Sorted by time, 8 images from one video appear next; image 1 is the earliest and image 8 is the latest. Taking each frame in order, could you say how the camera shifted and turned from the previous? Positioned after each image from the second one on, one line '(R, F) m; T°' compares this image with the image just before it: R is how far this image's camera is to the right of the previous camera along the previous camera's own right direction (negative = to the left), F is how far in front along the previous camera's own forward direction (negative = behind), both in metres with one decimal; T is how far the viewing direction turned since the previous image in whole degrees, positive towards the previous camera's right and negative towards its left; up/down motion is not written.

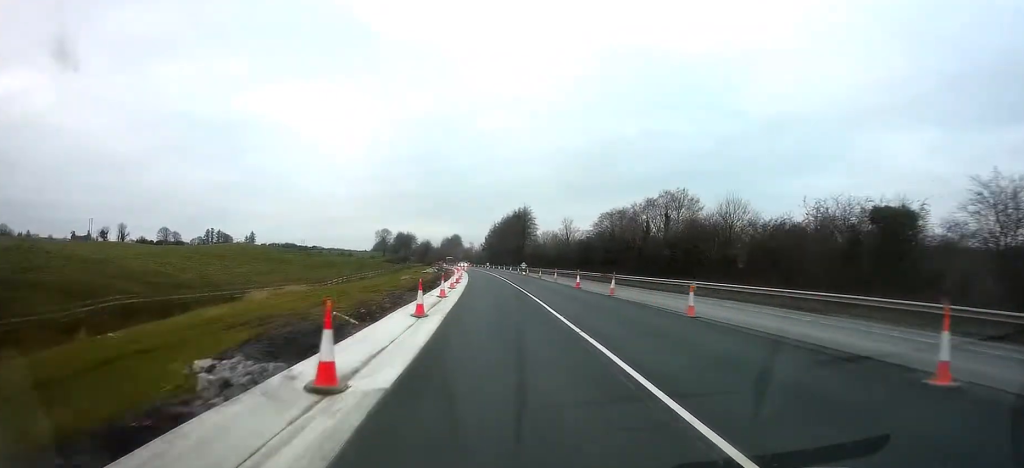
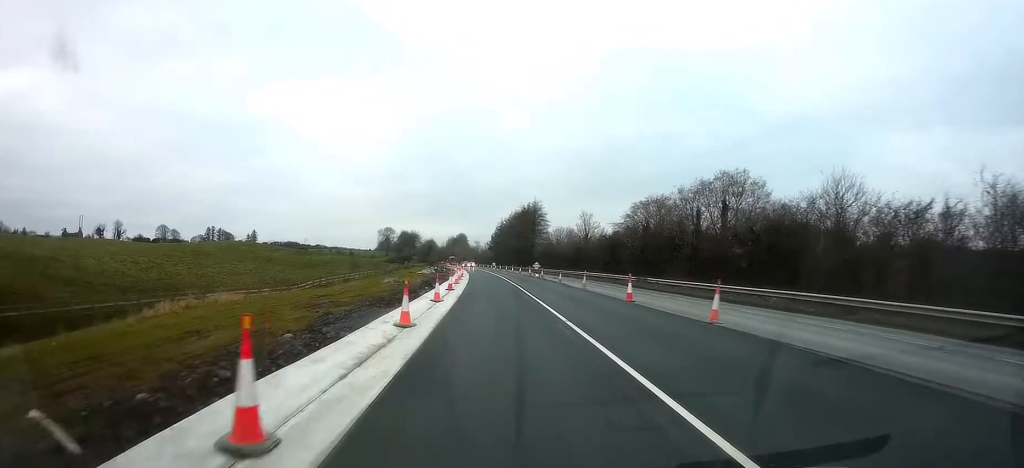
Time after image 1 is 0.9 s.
(+0.1, +13.0) m; 0°
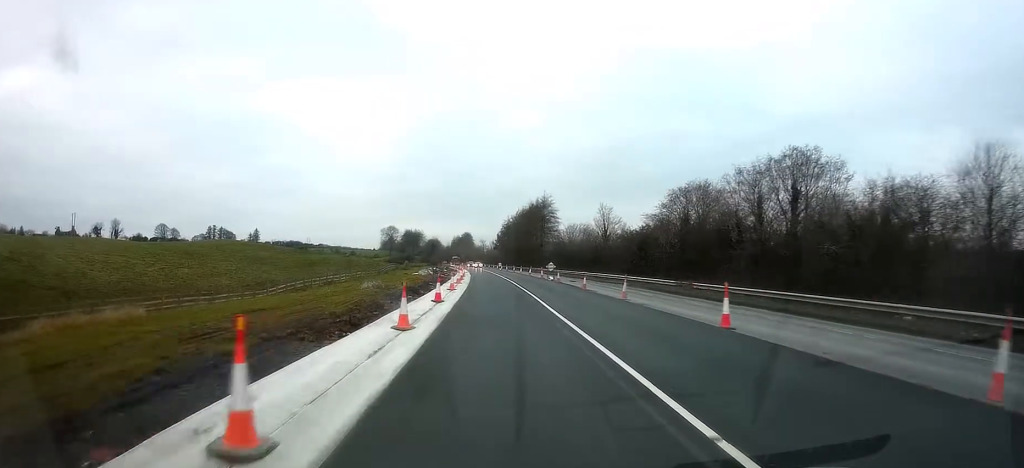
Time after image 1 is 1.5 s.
(0.0, +9.7) m; 0°
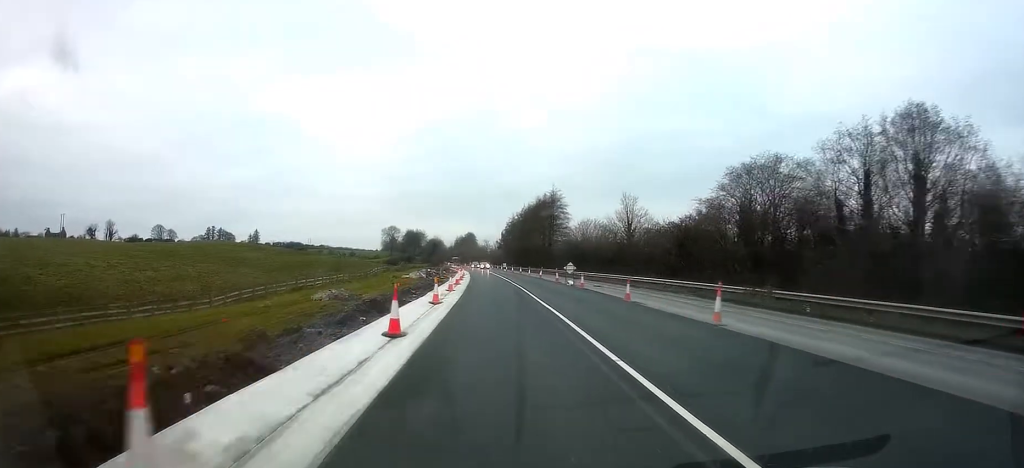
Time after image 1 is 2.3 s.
(-0.1, +10.2) m; -1°
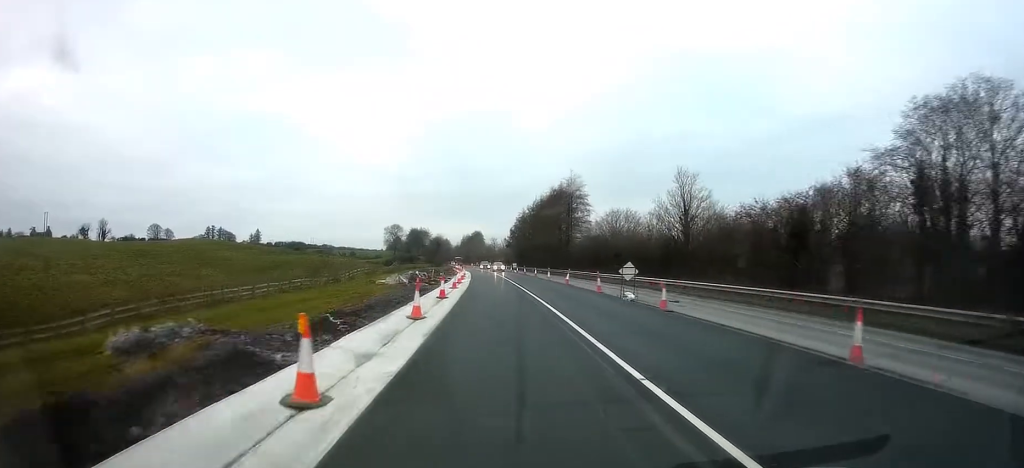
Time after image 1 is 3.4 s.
(+0.1, +13.8) m; +1°
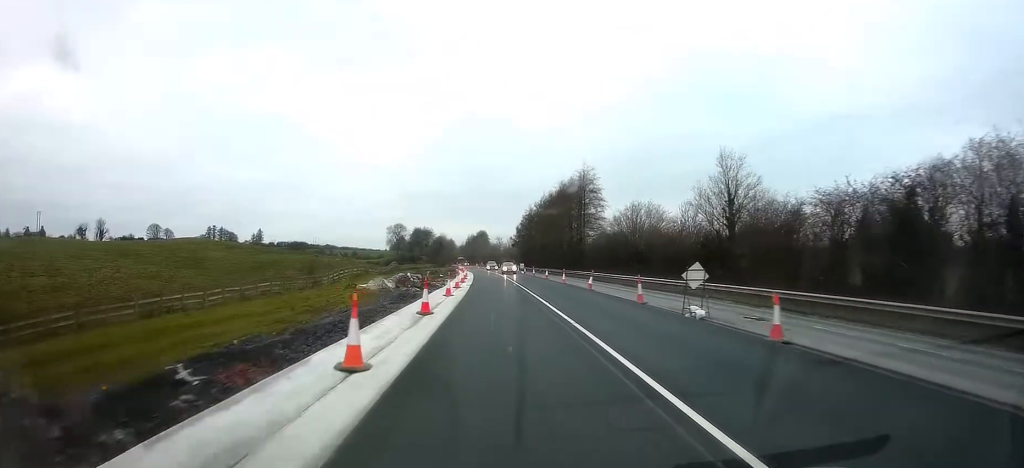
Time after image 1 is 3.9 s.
(+0.1, +6.7) m; 0°
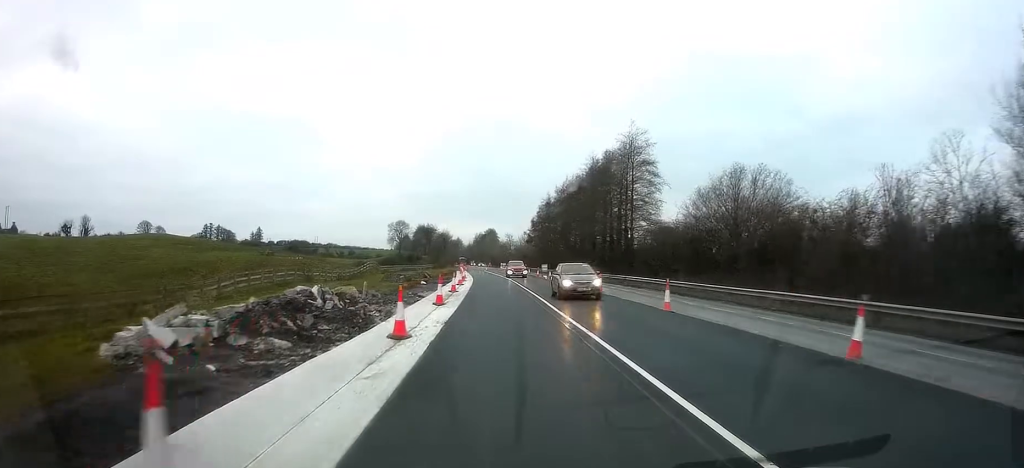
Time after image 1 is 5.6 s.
(-0.3, +22.6) m; -3°
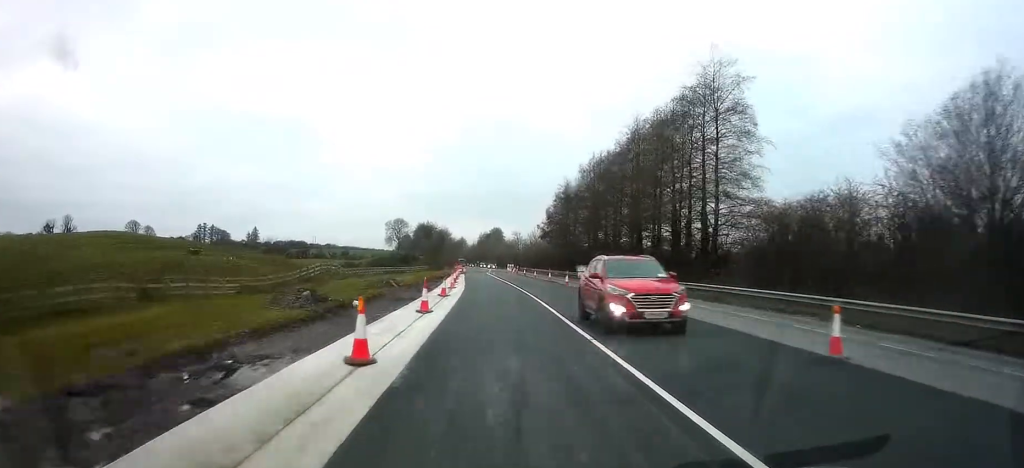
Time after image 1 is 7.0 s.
(-0.7, +22.0) m; -2°
